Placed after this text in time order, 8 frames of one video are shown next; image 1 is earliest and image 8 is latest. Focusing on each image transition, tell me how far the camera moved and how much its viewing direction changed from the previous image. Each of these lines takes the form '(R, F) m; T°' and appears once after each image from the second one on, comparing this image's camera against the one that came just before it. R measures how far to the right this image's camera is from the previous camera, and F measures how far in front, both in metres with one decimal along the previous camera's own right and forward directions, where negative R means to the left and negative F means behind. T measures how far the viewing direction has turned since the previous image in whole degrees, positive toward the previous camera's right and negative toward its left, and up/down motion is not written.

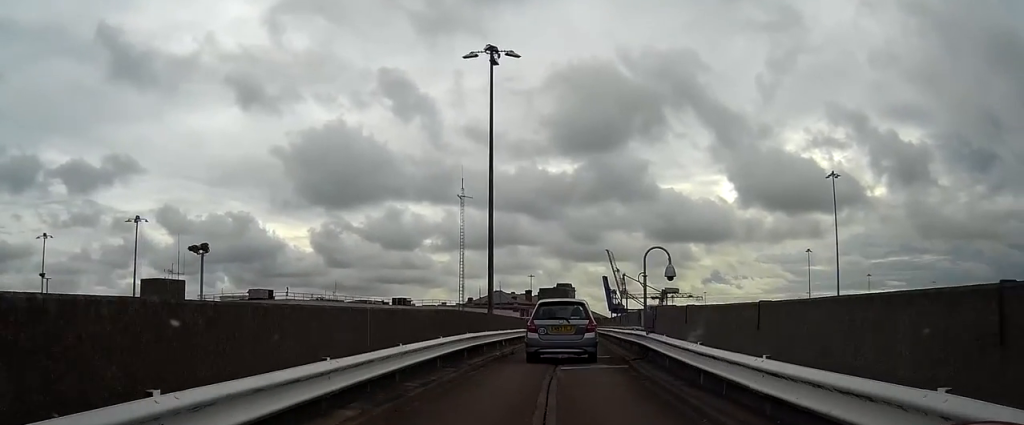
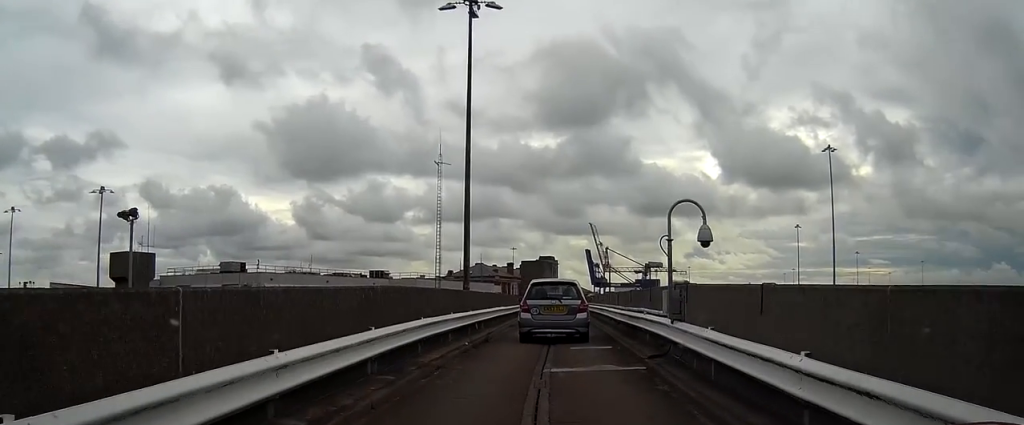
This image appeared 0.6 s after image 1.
(0.0, +4.3) m; 0°
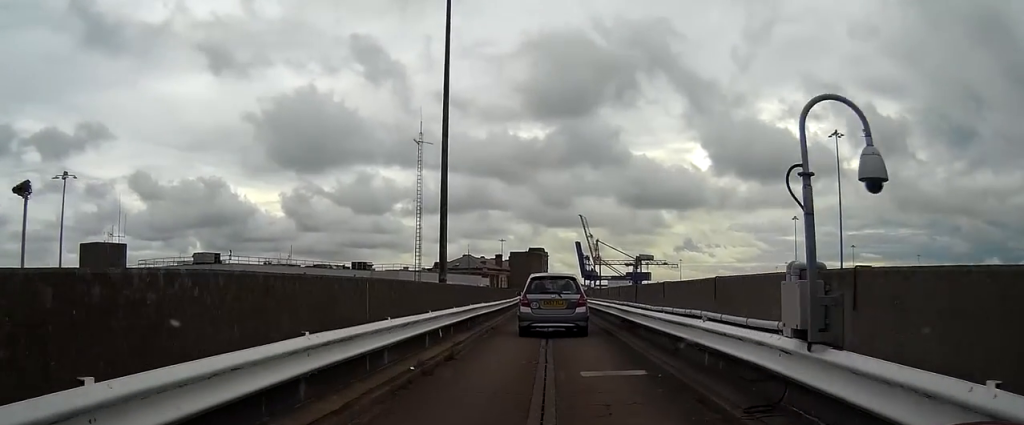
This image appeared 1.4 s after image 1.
(0.0, +5.6) m; 0°
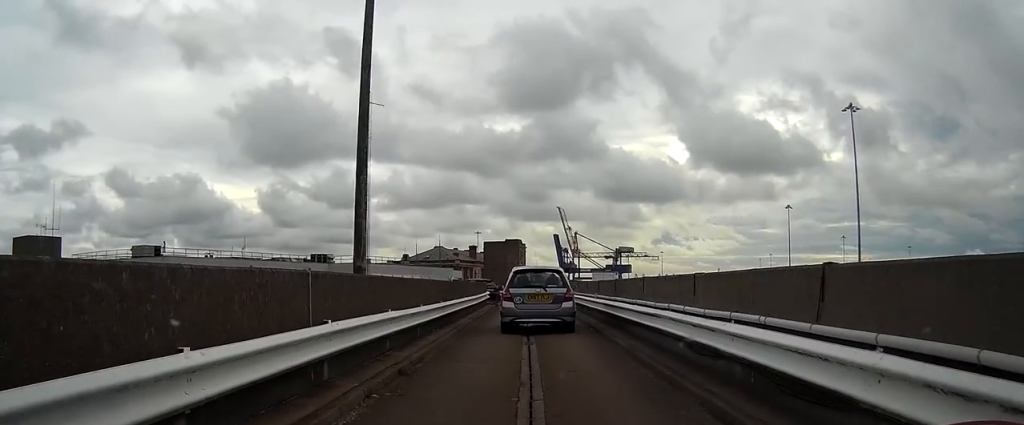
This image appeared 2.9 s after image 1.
(0.0, +11.1) m; +1°
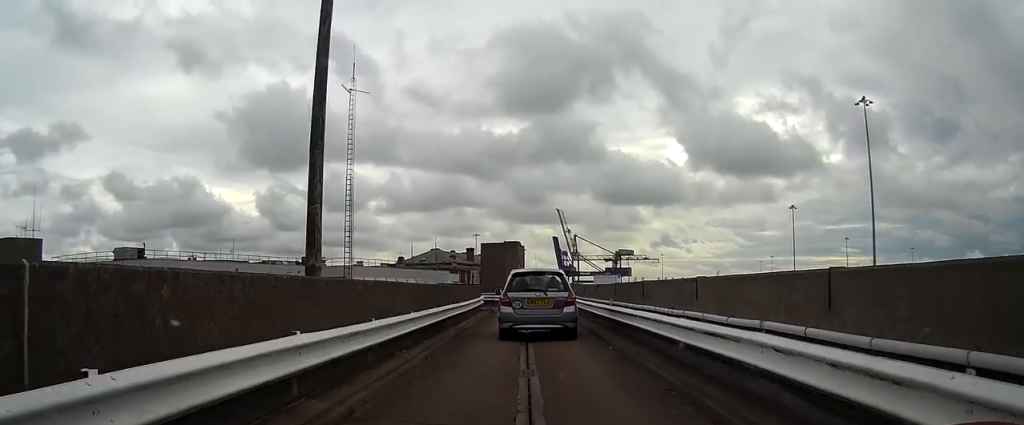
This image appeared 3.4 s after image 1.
(0.0, +3.9) m; +1°
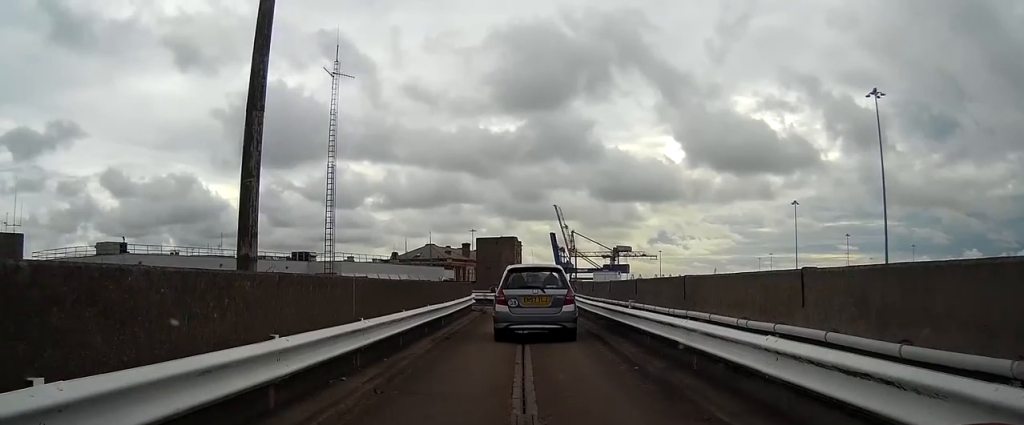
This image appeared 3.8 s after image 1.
(+0.1, +3.6) m; 0°
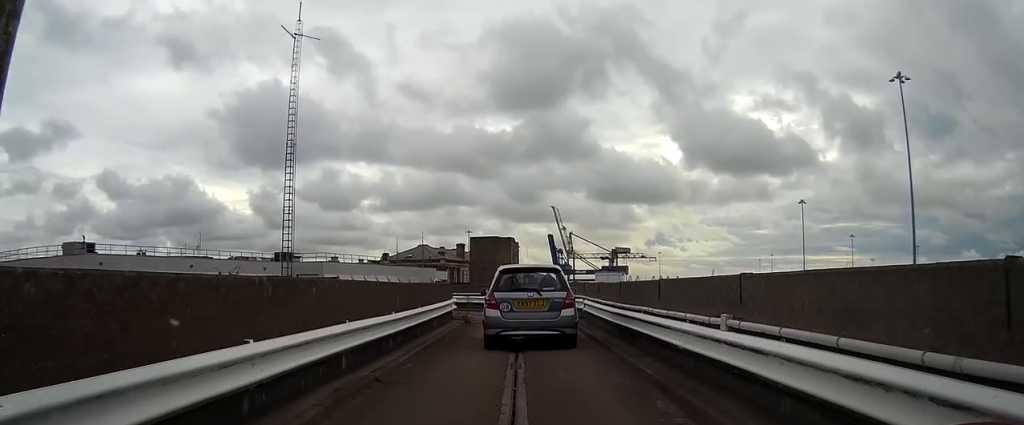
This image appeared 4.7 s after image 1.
(+0.1, +6.9) m; 0°
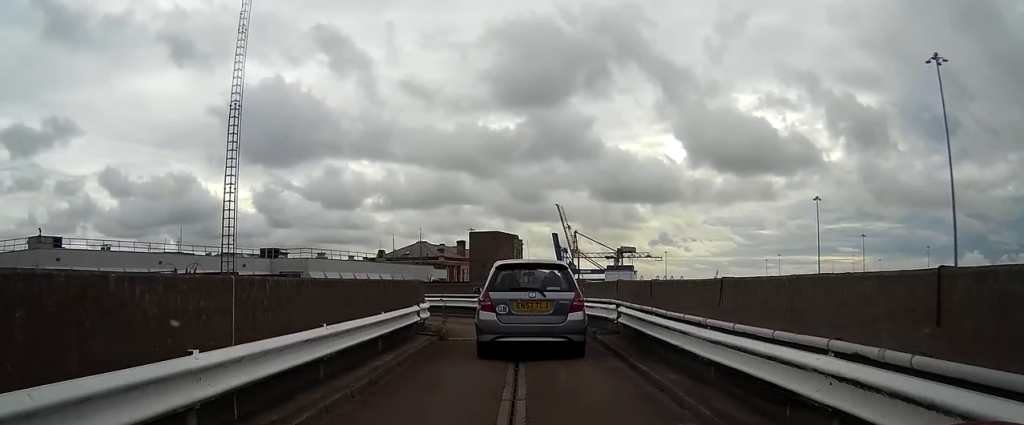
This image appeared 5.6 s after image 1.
(0.0, +7.9) m; 0°
